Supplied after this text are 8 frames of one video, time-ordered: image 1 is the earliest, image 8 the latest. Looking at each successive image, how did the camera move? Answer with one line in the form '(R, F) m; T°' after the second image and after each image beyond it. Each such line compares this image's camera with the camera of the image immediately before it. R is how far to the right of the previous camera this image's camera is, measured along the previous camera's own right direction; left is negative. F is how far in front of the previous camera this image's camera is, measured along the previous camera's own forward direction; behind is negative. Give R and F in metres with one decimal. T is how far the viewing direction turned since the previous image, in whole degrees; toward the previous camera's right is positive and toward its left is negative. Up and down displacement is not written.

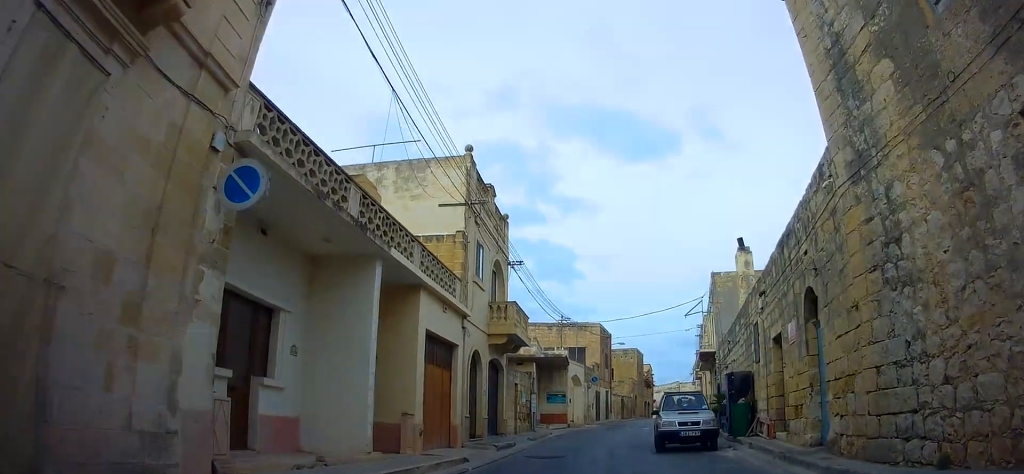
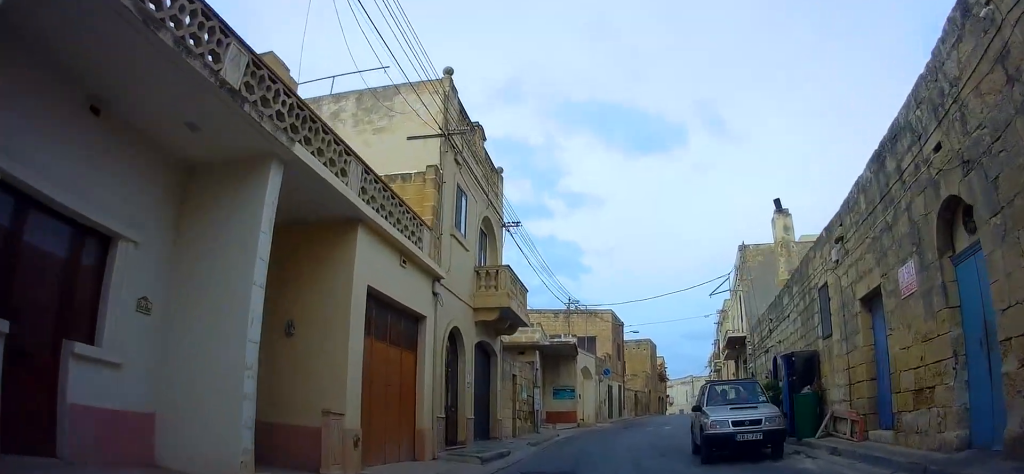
(+0.4, +4.2) m; 0°
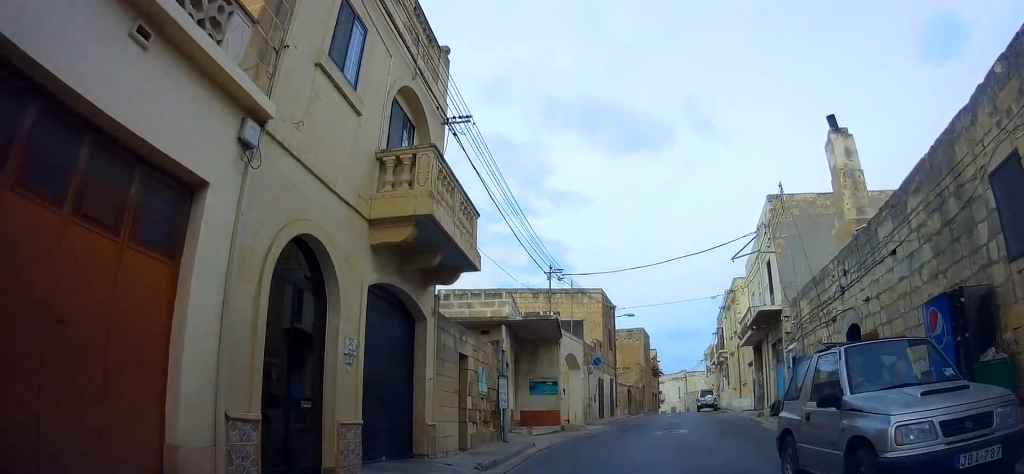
(-0.4, +6.9) m; -6°
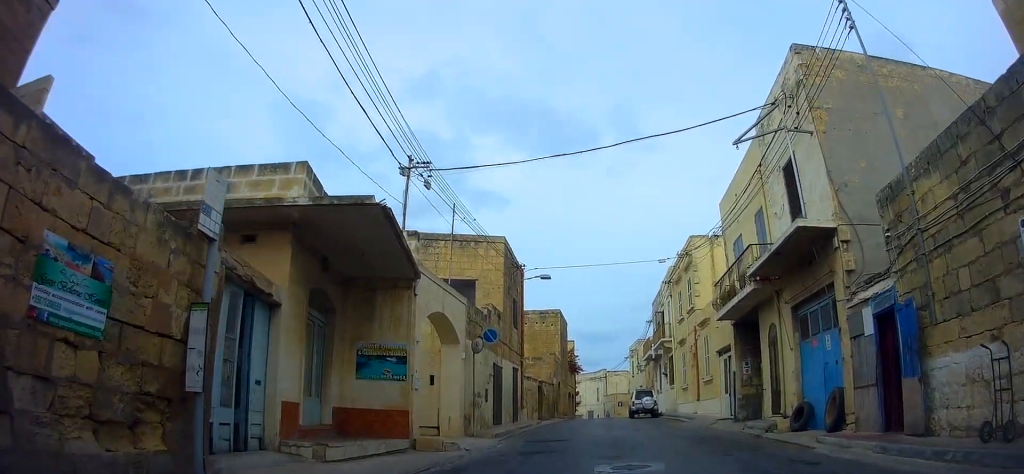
(-0.2, +10.5) m; +4°
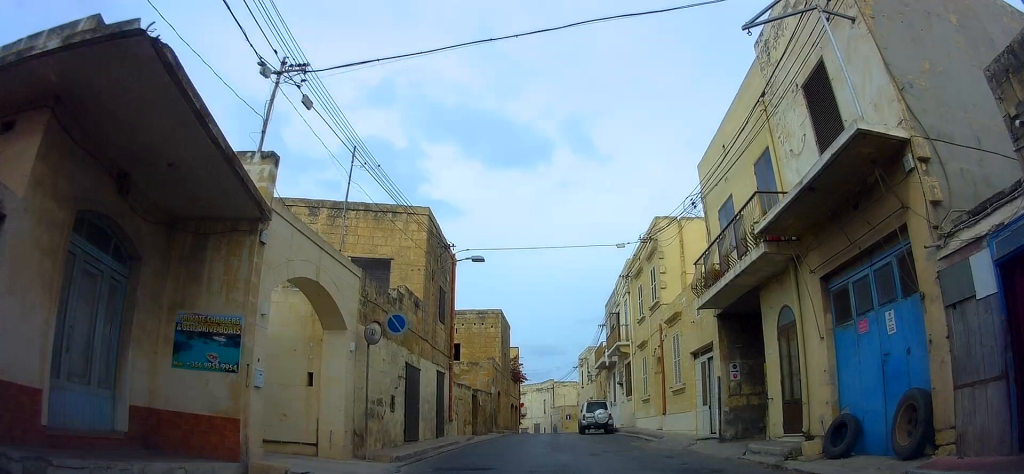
(+0.3, +4.6) m; +7°
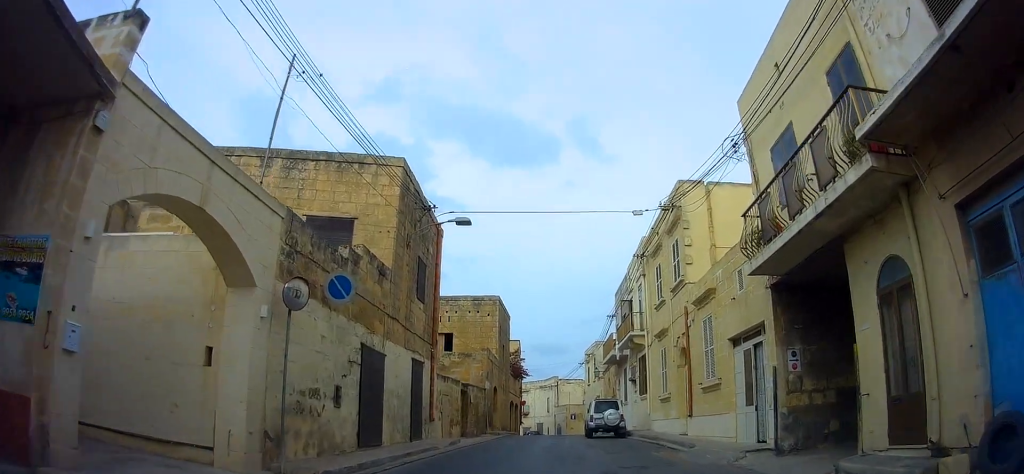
(+0.2, +3.9) m; +6°
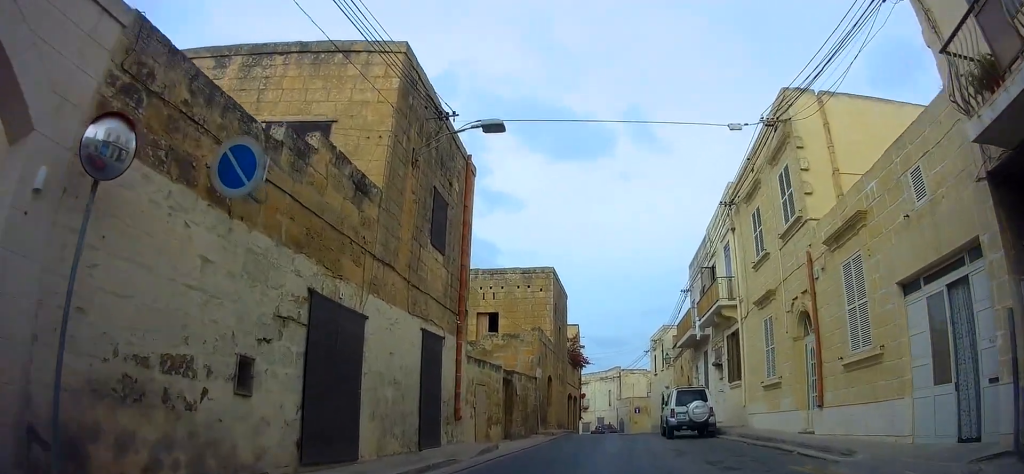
(+0.4, +5.2) m; 0°
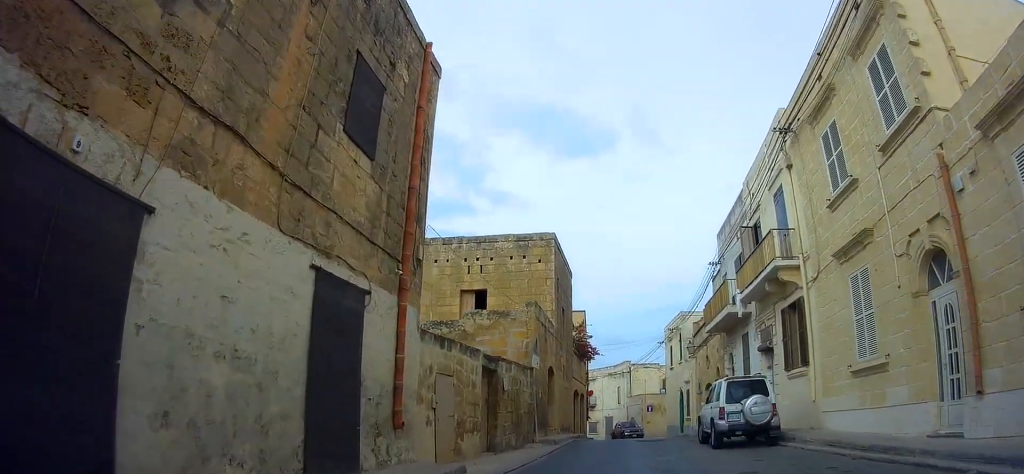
(-0.4, +5.3) m; -4°
